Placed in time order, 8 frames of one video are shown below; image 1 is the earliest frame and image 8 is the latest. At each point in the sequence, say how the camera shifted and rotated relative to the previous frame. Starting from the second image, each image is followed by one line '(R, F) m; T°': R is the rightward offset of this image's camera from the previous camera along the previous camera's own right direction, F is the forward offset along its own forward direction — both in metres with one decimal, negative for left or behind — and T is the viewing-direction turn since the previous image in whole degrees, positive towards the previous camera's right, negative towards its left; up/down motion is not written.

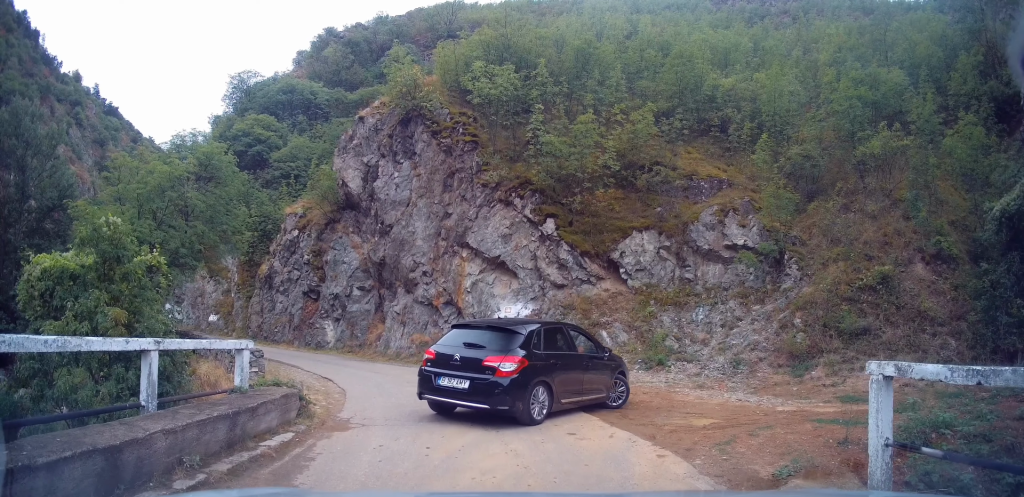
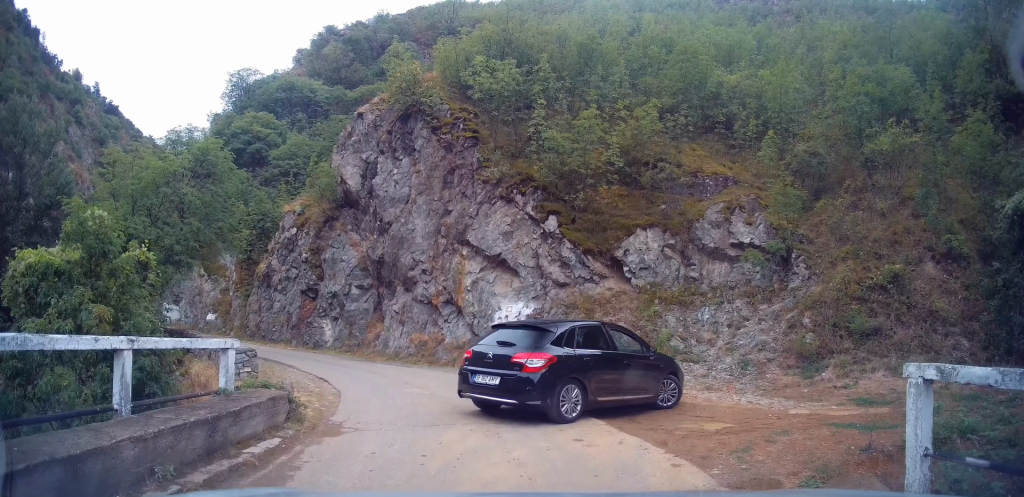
(0.0, +0.1) m; 0°
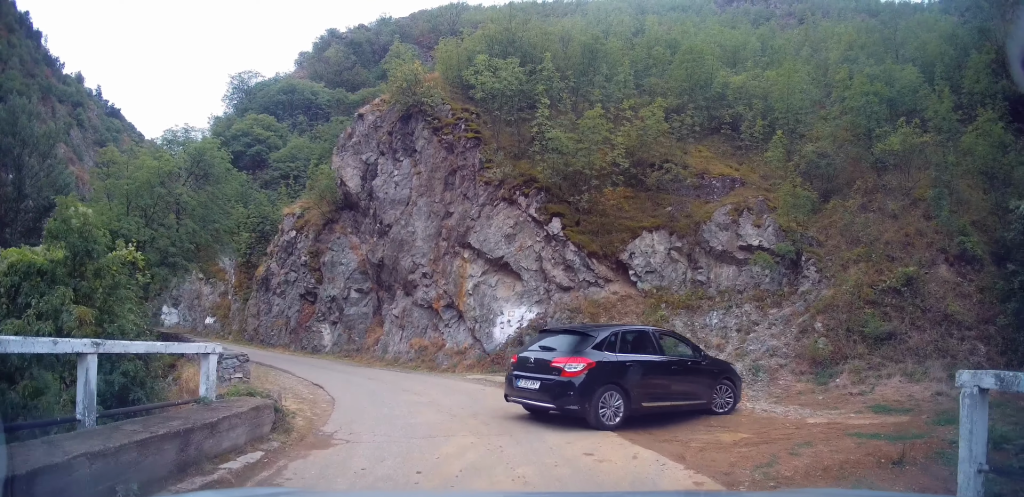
(-0.3, +0.7) m; -6°
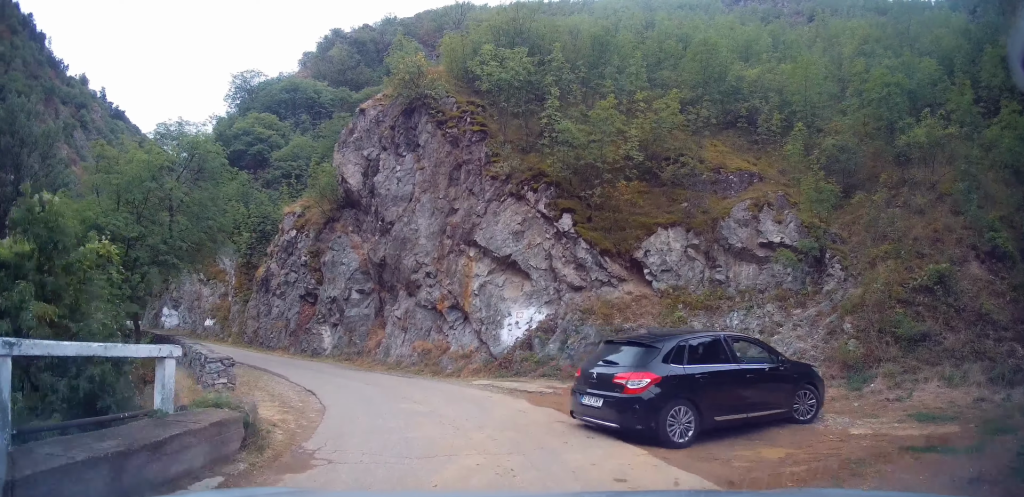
(-0.2, +0.8) m; -6°
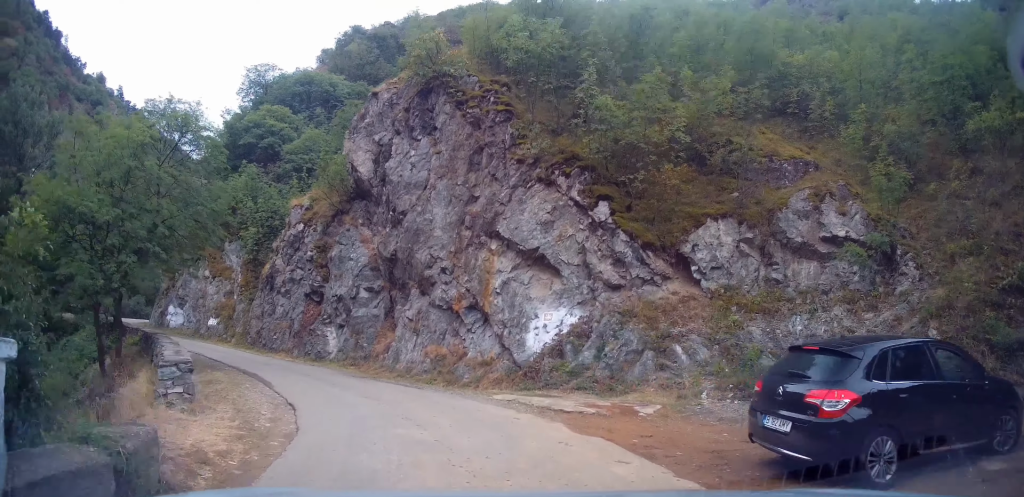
(+0.2, +2.1) m; +3°
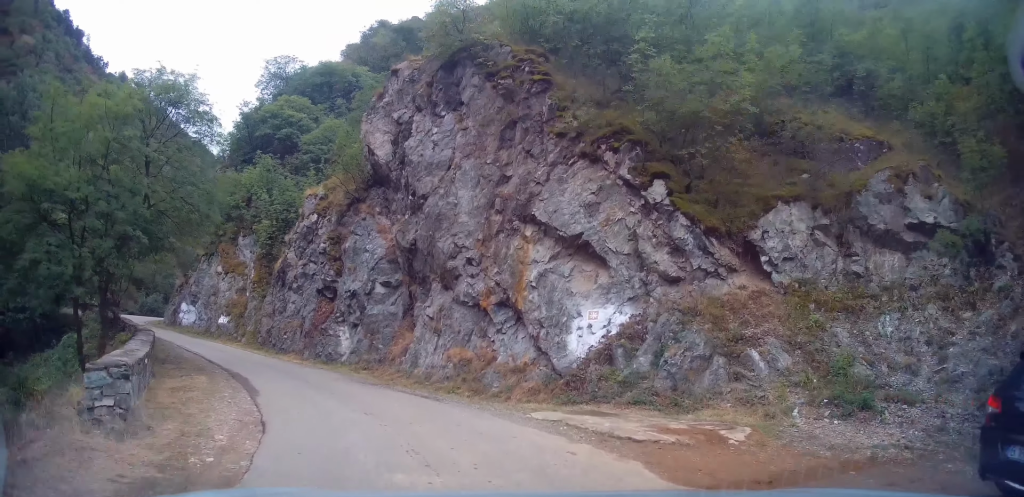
(0.0, +2.0) m; -4°
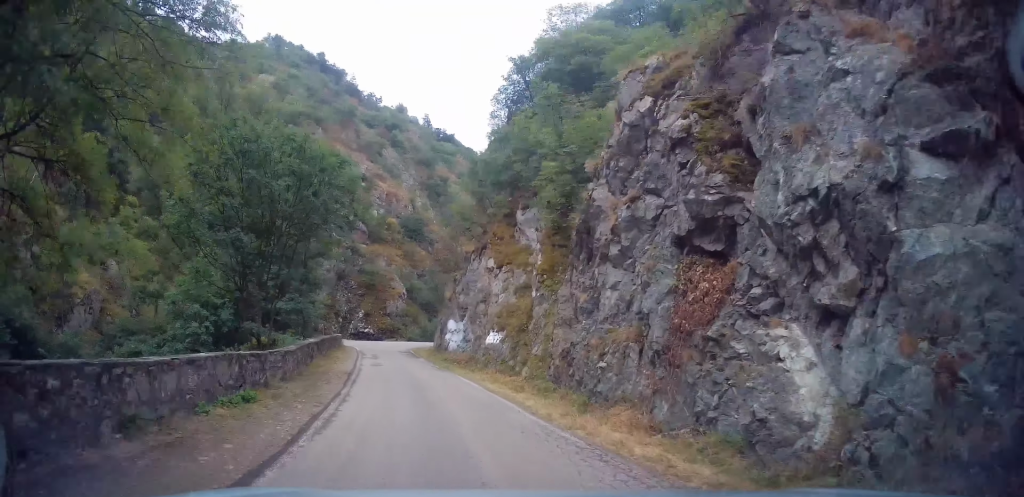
(-4.7, +13.8) m; -32°
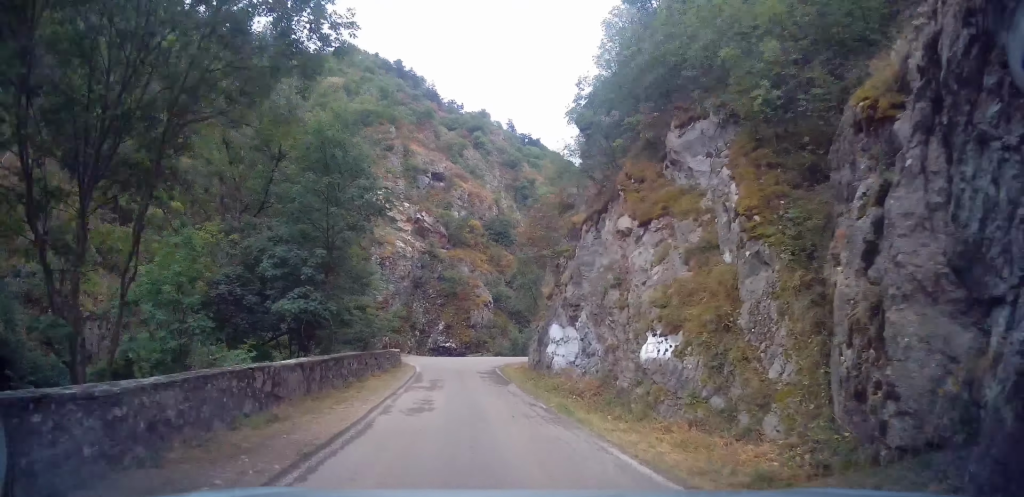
(-1.0, +10.2) m; -9°
